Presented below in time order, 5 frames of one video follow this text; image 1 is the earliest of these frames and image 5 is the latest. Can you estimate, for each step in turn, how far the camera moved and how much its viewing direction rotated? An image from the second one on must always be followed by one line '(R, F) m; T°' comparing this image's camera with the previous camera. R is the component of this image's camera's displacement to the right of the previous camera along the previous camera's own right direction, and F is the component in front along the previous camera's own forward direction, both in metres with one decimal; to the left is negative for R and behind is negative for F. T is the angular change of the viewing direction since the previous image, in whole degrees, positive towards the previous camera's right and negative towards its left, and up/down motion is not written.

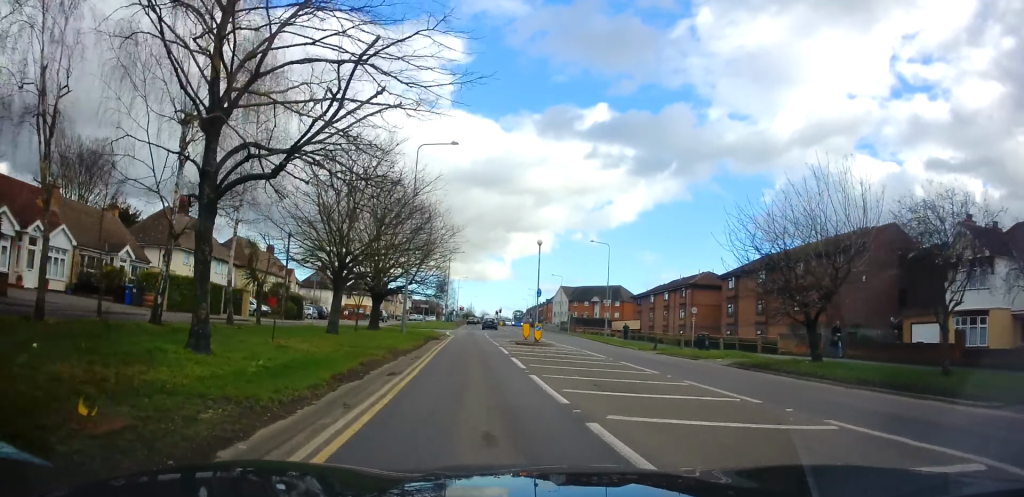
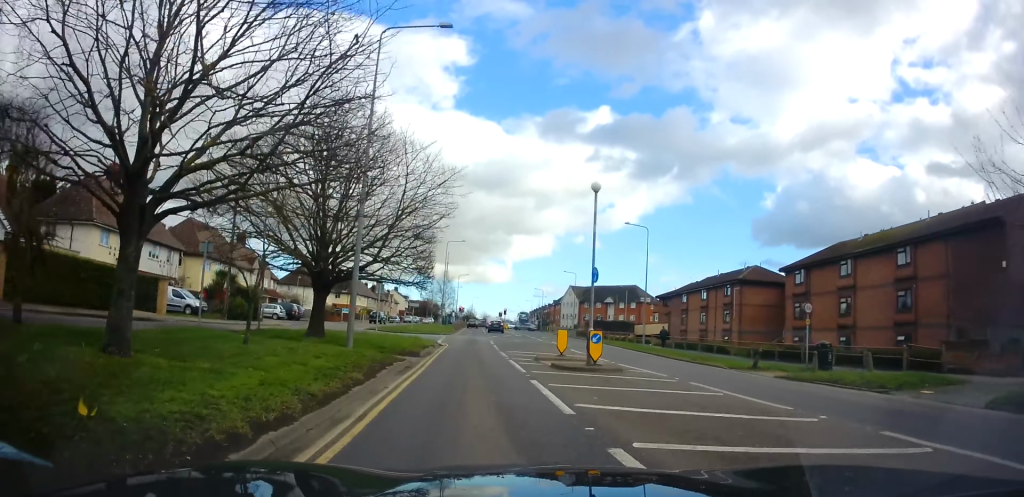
(+0.7, +12.5) m; +2°
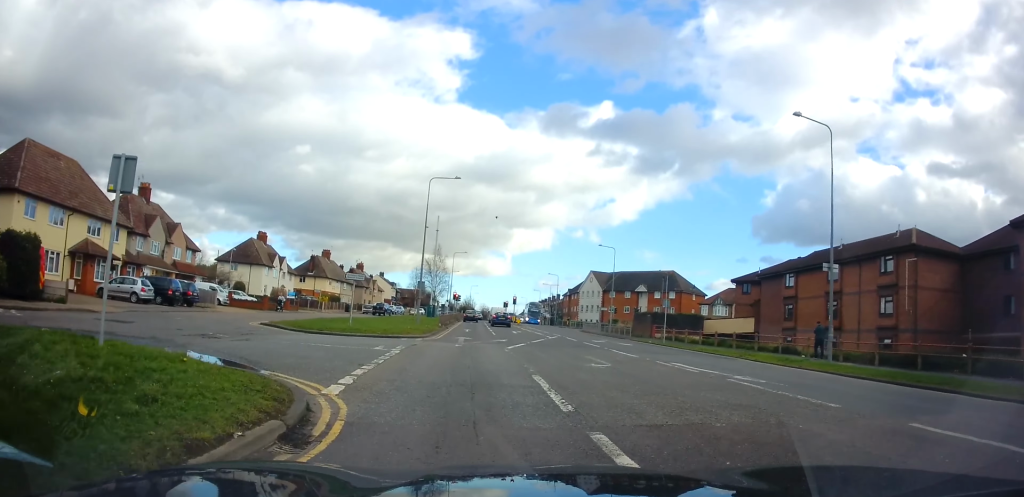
(-0.6, +25.2) m; +1°
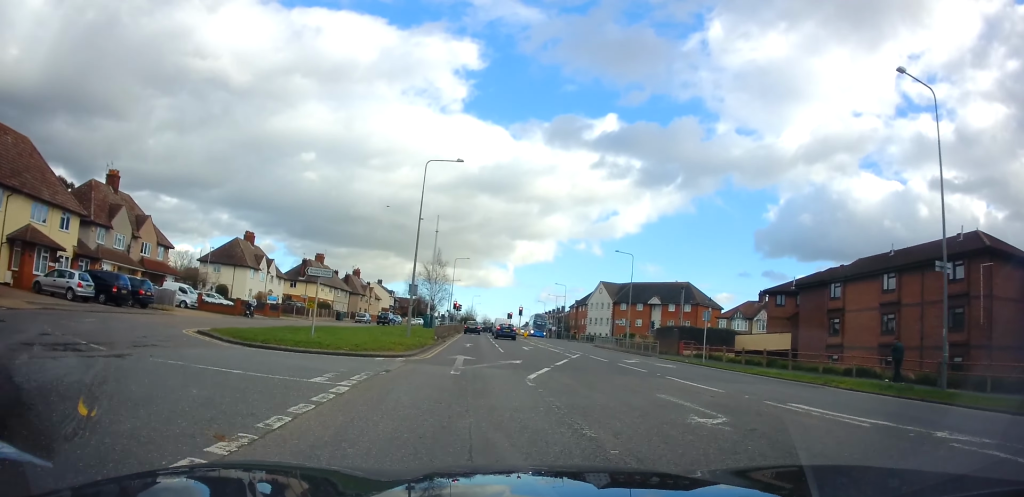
(0.0, +6.4) m; 0°
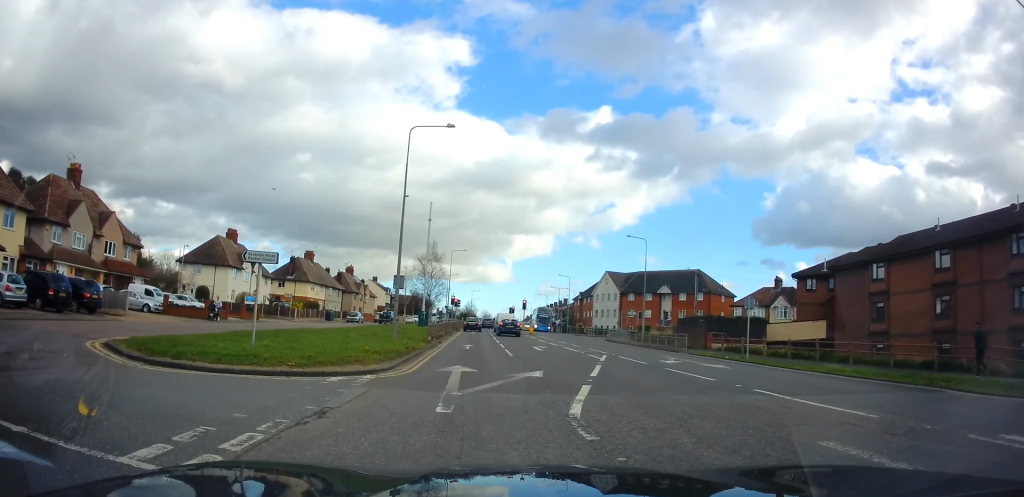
(0.0, +5.3) m; 0°
